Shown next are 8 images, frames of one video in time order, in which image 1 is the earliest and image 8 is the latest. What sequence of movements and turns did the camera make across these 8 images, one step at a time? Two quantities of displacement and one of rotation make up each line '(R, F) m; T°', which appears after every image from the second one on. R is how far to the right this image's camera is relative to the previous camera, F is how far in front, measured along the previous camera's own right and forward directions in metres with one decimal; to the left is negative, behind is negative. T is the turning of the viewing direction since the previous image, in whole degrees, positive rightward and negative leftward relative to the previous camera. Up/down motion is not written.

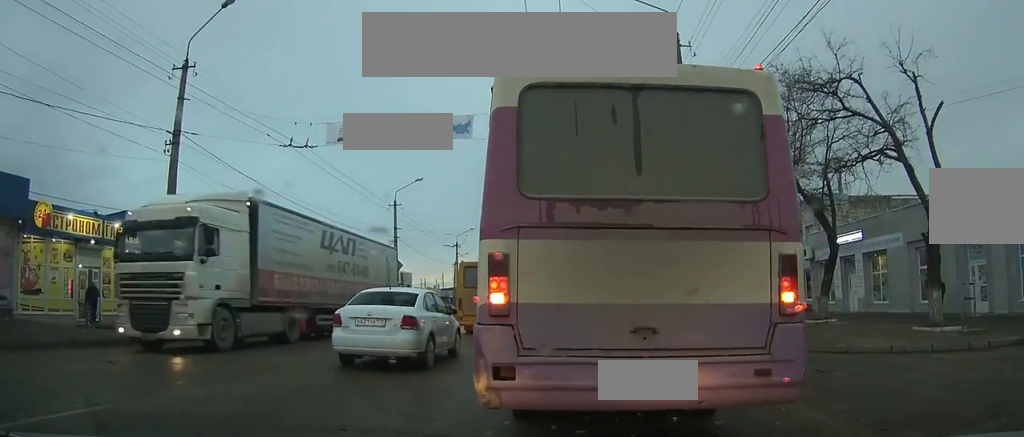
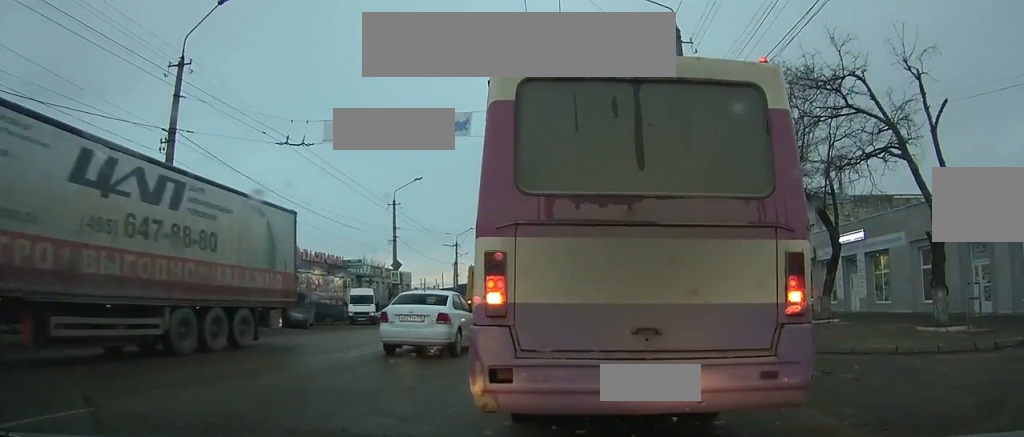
(0.0, +1.0) m; -1°
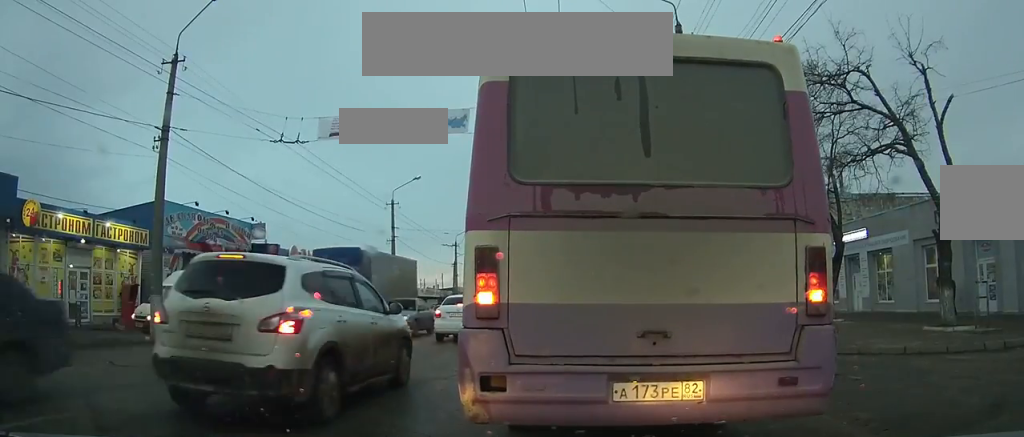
(0.0, +2.9) m; -1°
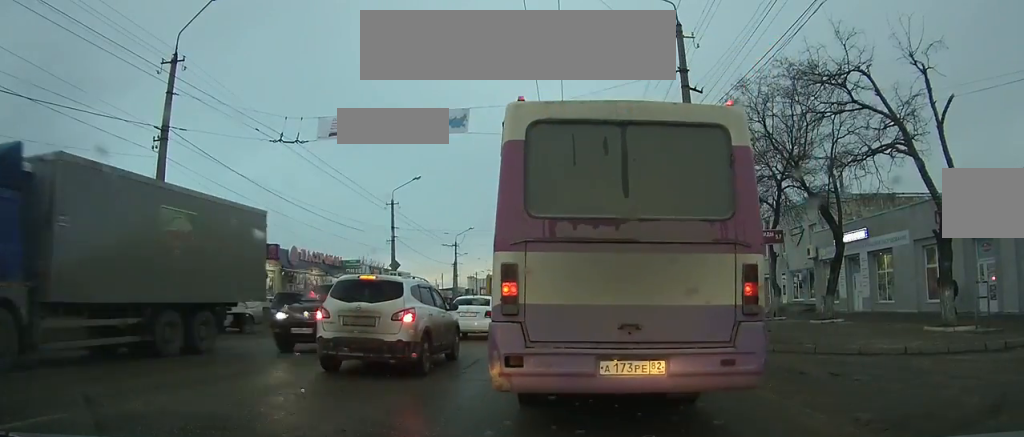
(0.0, +1.3) m; 0°
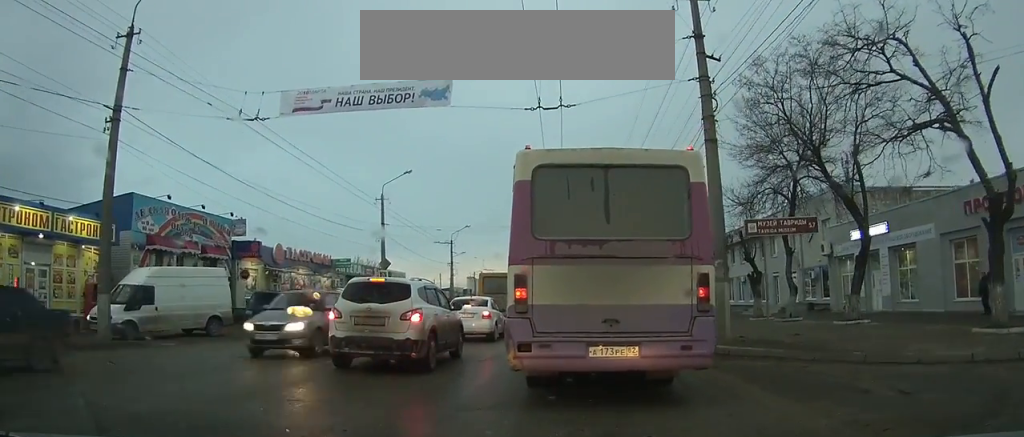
(0.0, +1.6) m; +5°
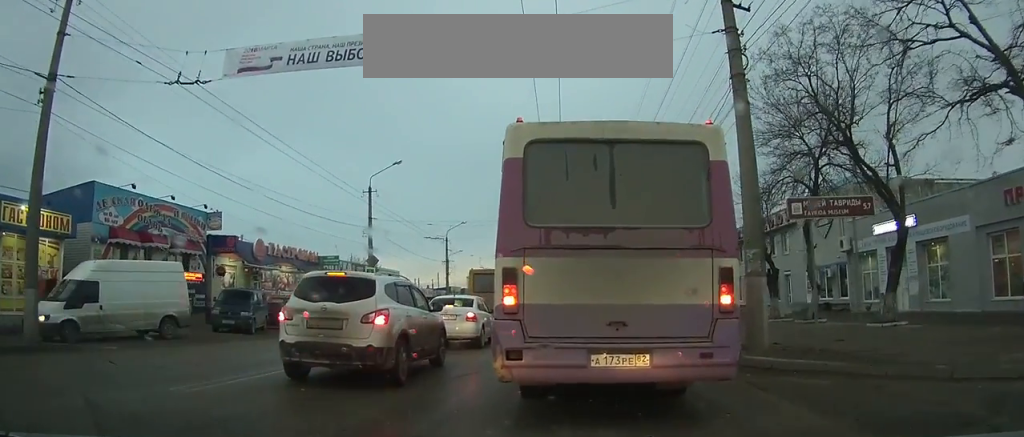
(0.0, +1.0) m; +4°
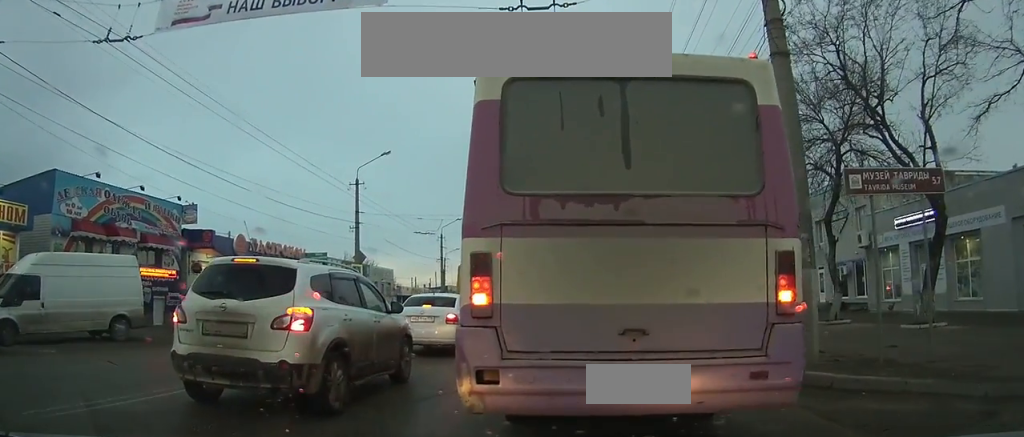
(+0.1, +1.1) m; +5°
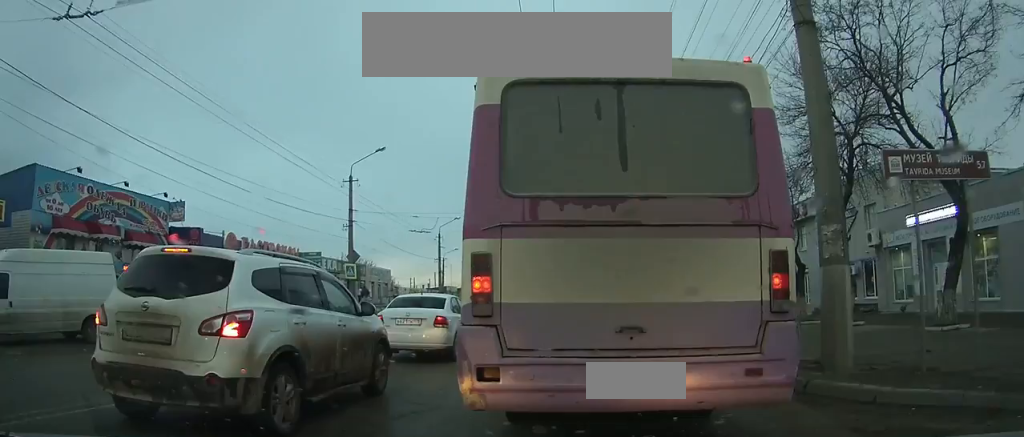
(0.0, +2.2) m; +1°
